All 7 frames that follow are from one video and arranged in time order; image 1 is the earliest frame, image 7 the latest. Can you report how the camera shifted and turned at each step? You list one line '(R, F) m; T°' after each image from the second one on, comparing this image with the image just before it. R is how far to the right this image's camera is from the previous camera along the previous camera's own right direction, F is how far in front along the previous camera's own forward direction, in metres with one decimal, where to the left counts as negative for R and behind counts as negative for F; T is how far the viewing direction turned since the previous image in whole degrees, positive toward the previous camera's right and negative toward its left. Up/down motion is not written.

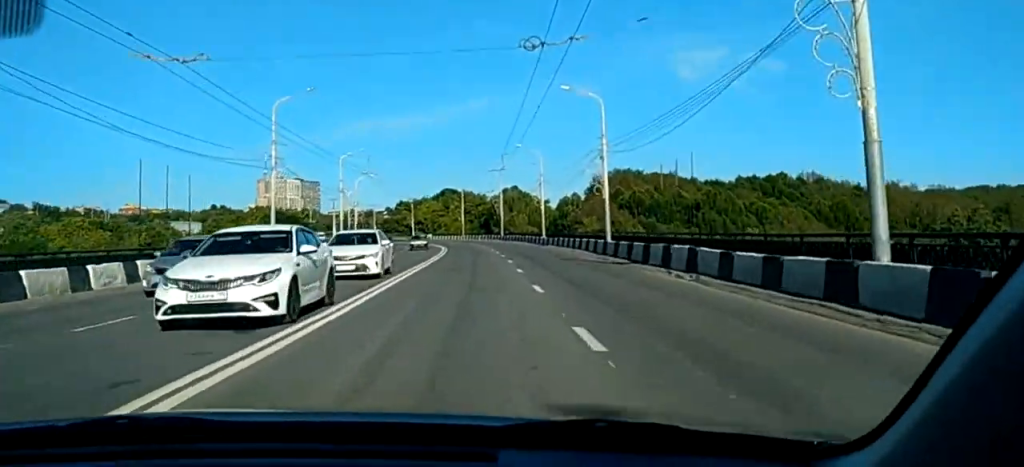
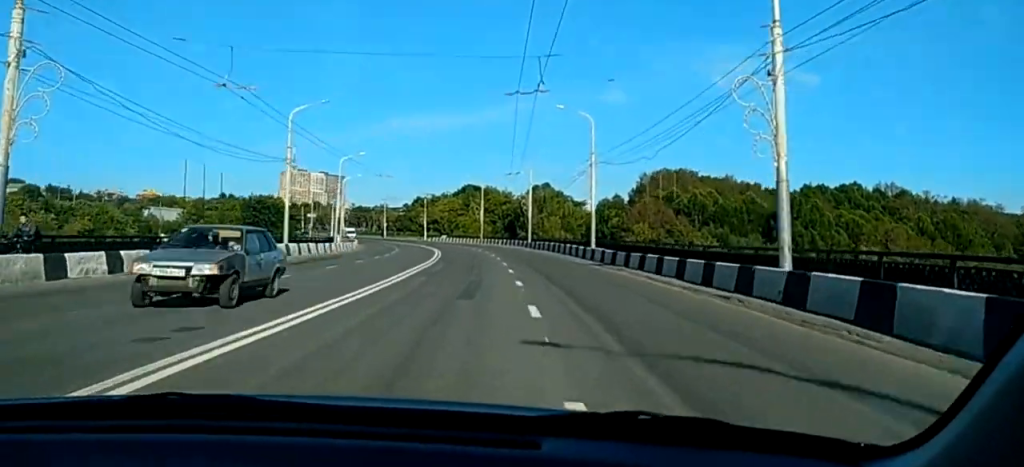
(+0.2, +28.9) m; +1°
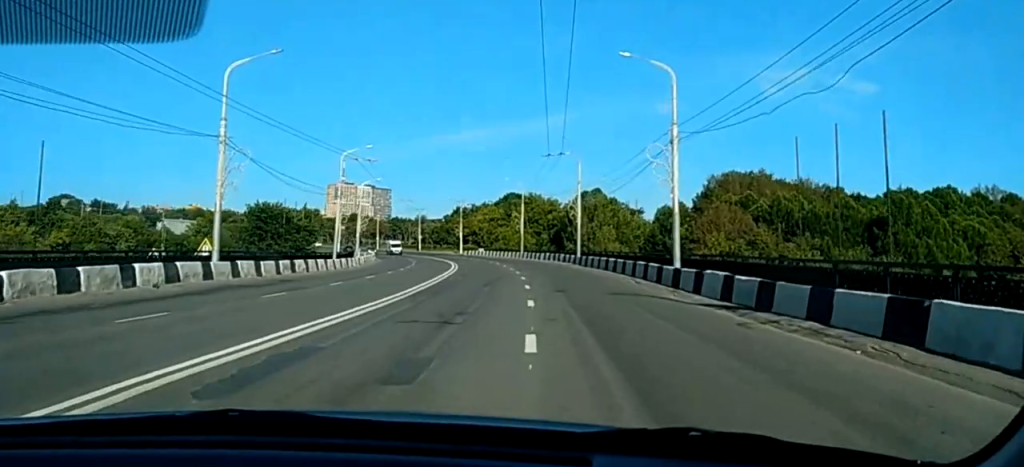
(+0.1, +18.4) m; -1°
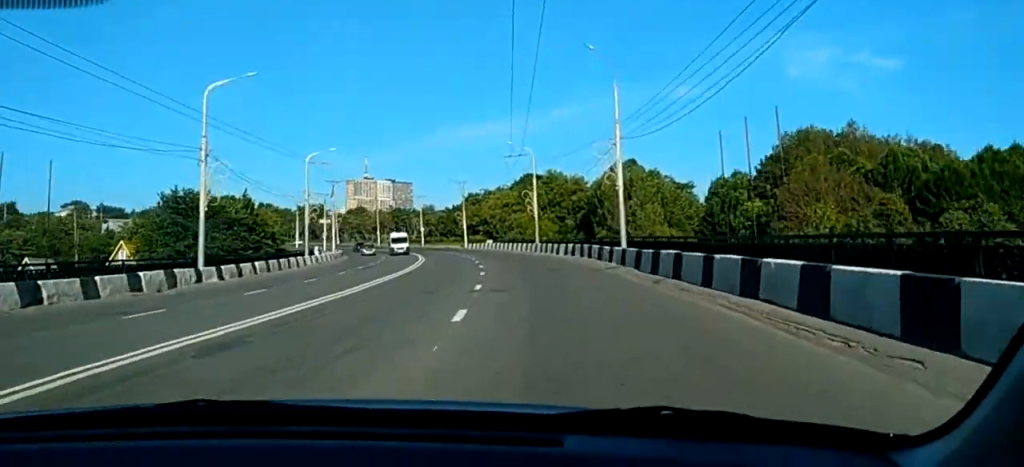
(-1.0, +30.3) m; -3°
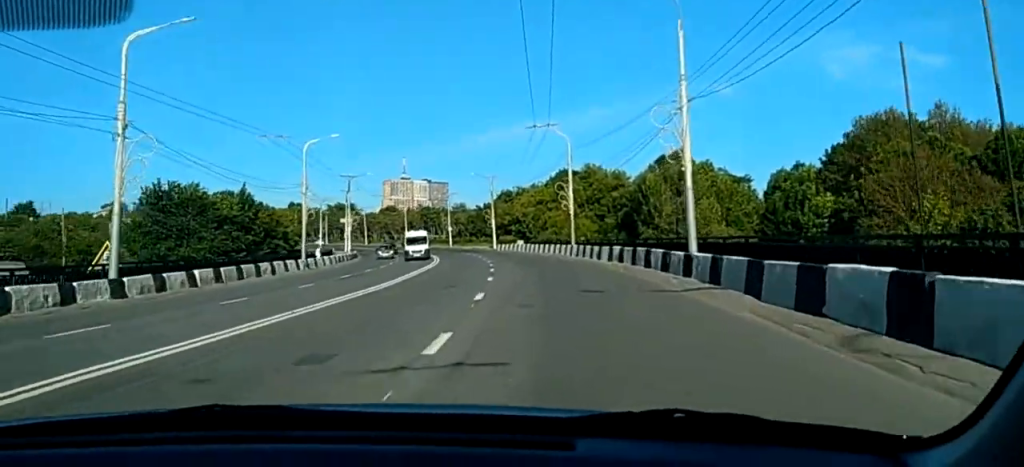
(-0.1, +11.8) m; -1°
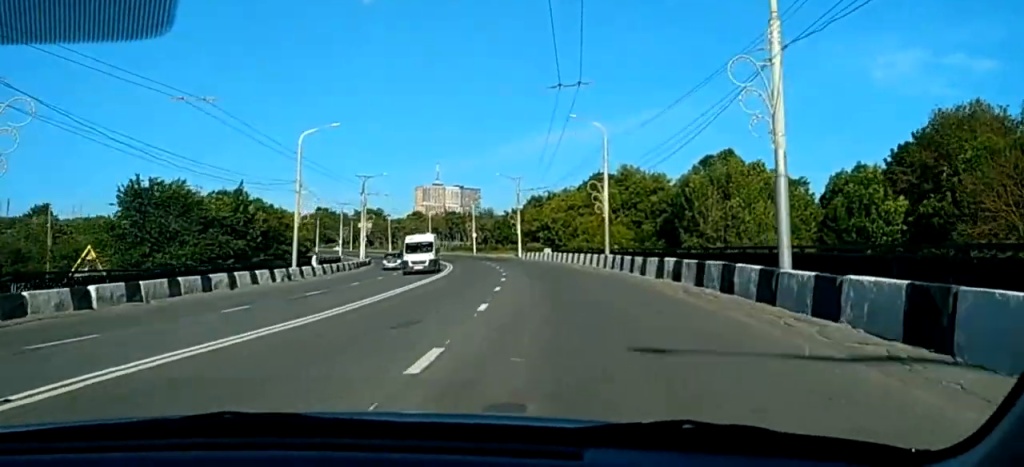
(+0.3, +9.1) m; 0°
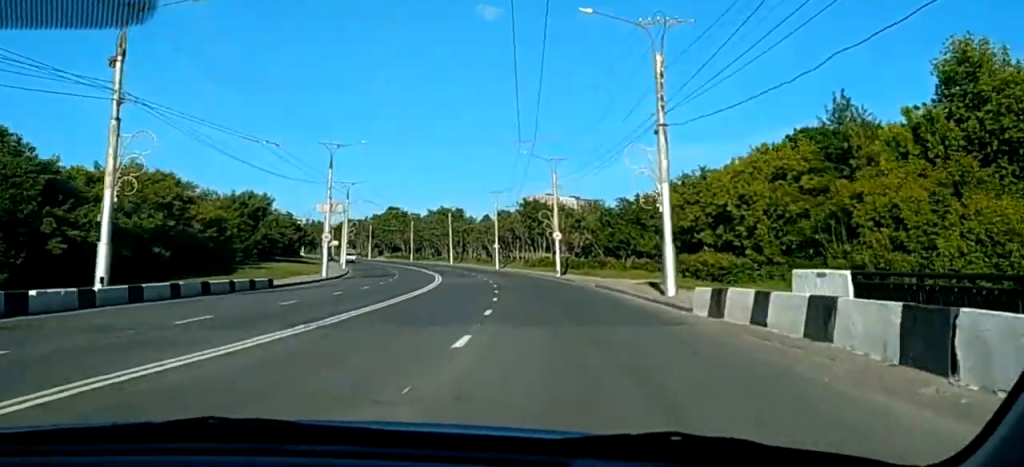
(-5.8, +69.9) m; -9°
